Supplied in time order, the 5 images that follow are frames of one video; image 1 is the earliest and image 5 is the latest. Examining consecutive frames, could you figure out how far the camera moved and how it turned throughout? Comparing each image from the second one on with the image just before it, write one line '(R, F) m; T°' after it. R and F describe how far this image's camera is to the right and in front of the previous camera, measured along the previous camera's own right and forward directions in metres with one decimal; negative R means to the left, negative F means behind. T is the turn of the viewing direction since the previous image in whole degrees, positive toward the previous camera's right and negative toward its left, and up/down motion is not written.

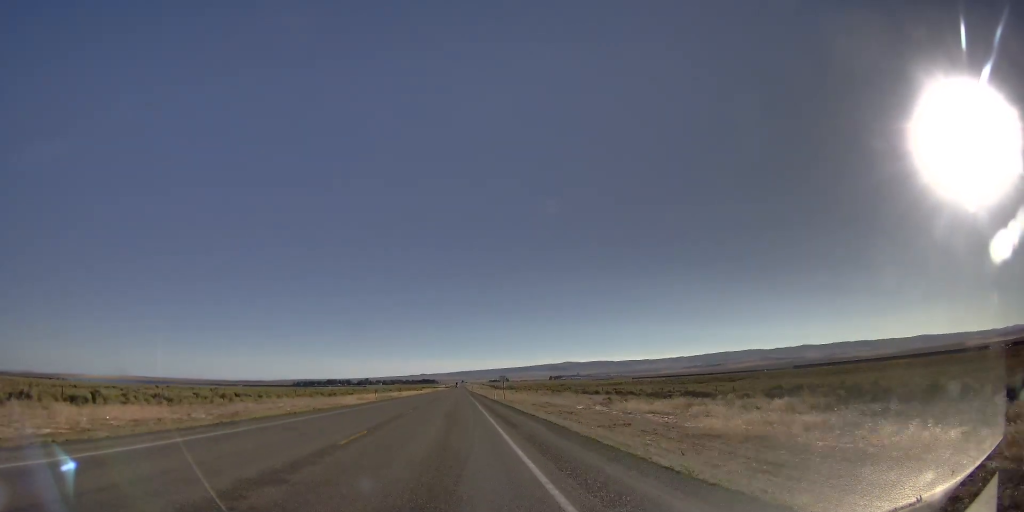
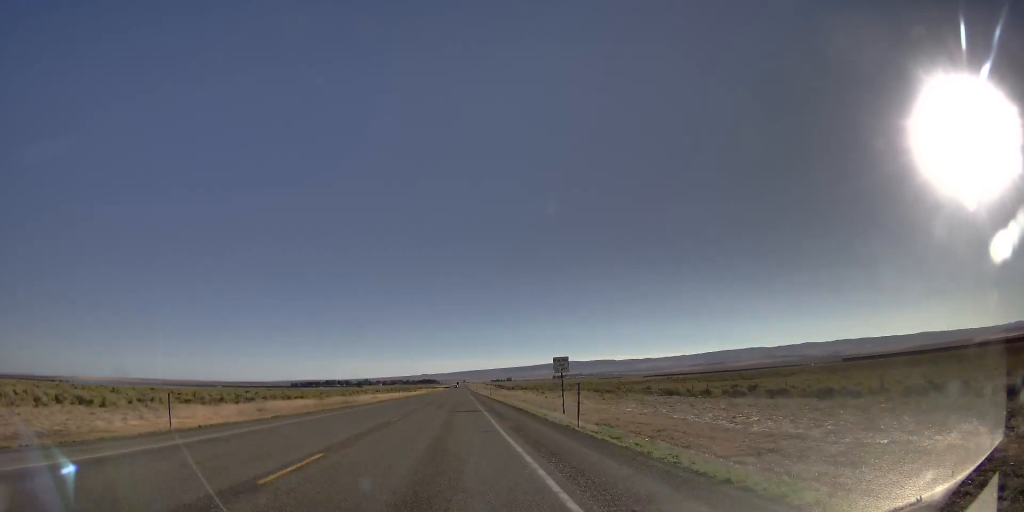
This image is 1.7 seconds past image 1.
(+0.3, +51.3) m; +1°
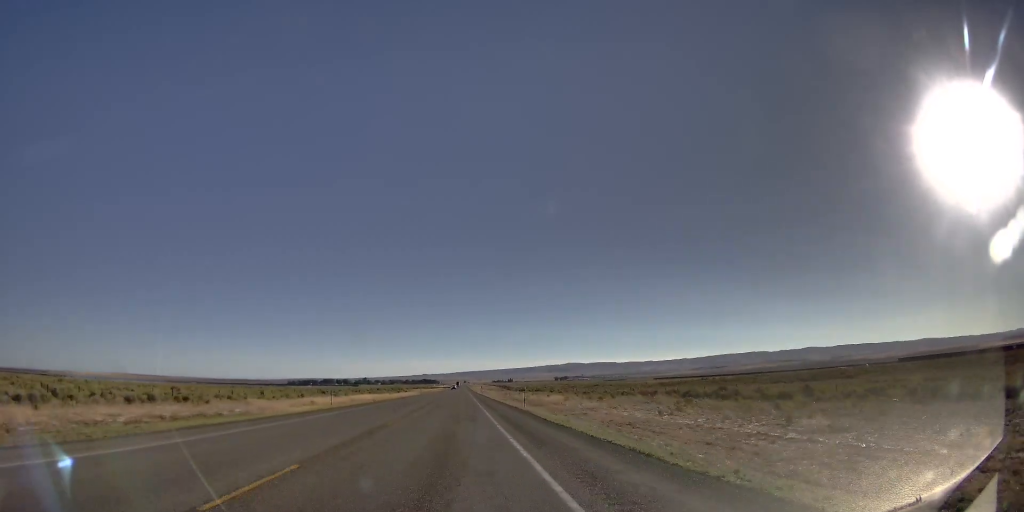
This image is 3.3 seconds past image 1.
(-0.9, +47.1) m; -1°
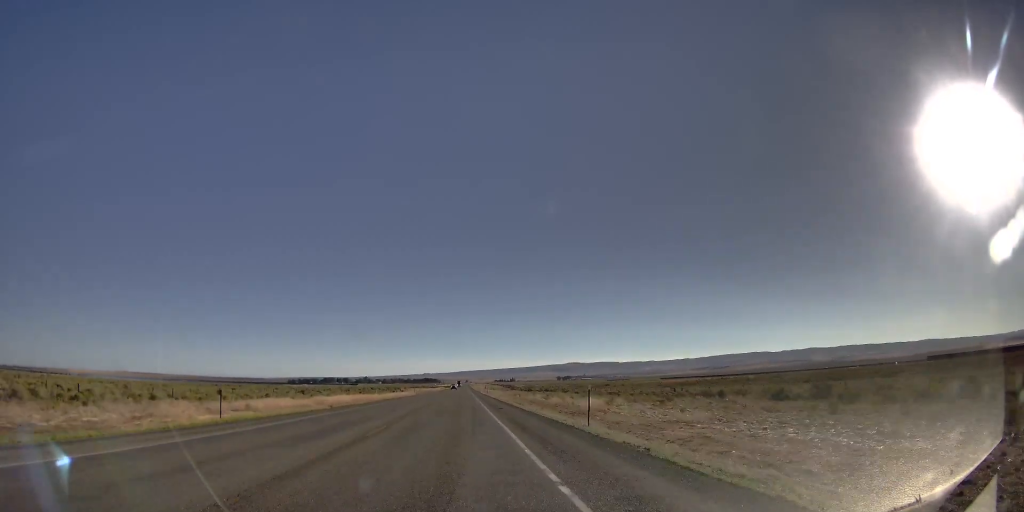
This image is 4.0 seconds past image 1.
(-0.2, +20.5) m; +1°
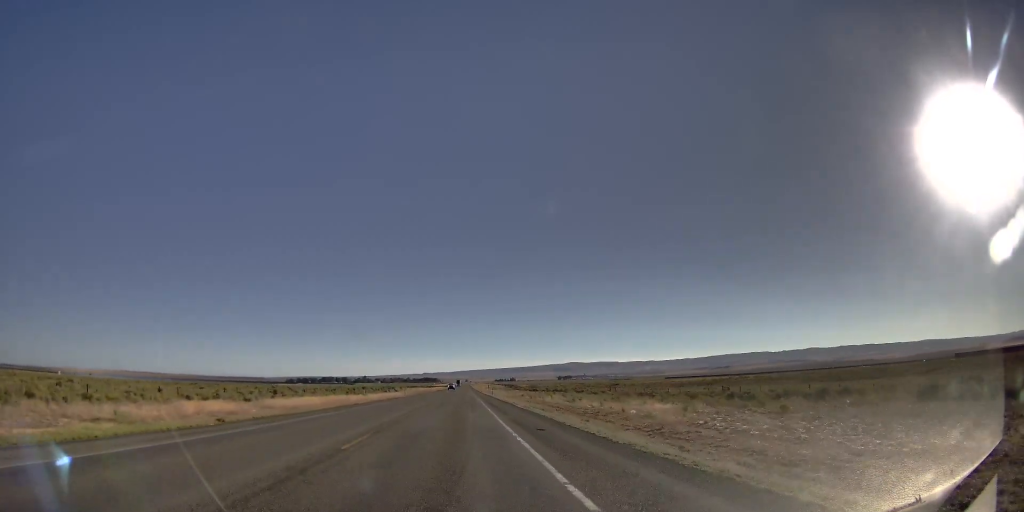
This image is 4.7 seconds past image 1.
(+0.6, +18.7) m; 0°
